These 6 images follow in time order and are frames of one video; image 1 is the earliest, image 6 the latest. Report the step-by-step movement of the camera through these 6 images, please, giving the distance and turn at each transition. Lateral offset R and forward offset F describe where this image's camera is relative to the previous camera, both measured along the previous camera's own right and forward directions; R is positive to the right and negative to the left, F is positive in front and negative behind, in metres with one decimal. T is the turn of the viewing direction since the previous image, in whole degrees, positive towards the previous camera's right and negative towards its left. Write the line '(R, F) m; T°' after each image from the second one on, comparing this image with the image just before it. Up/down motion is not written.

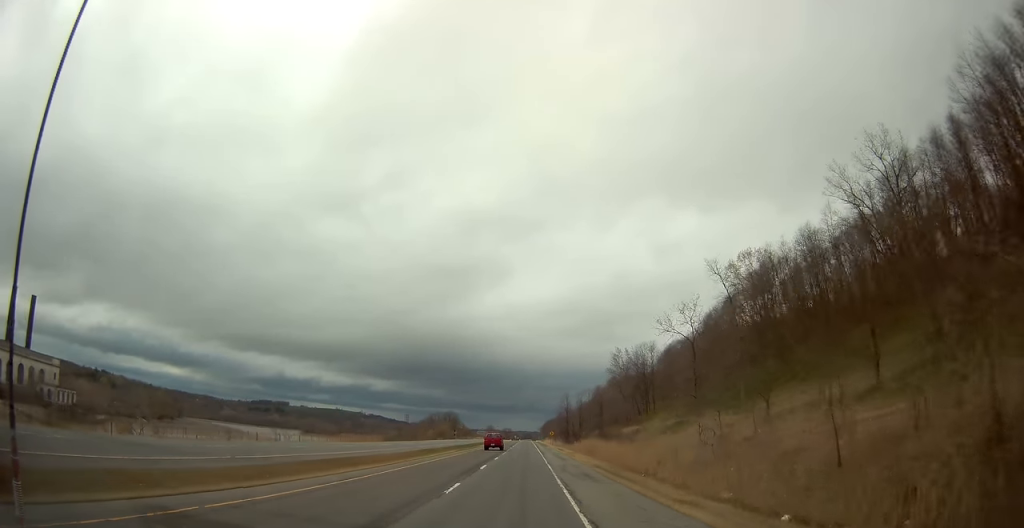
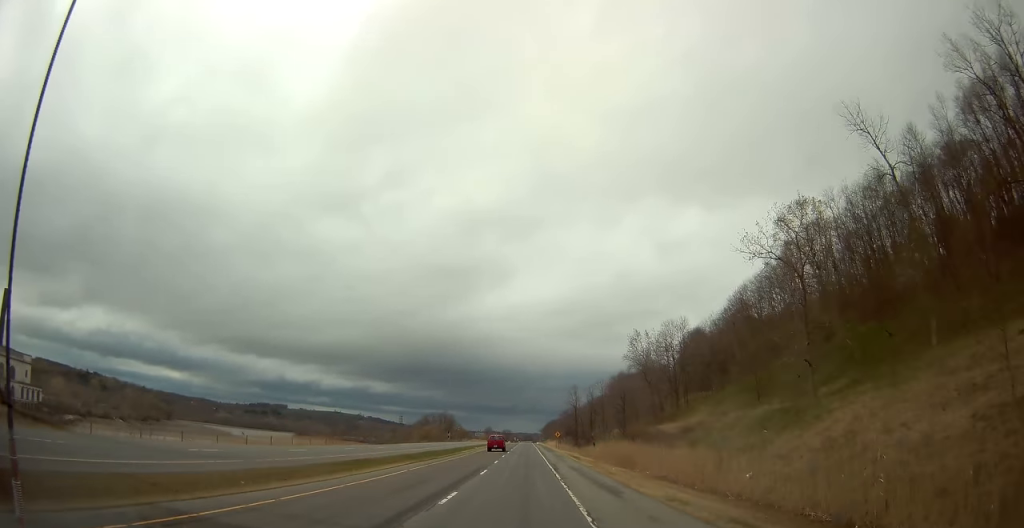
(0.0, +26.4) m; 0°
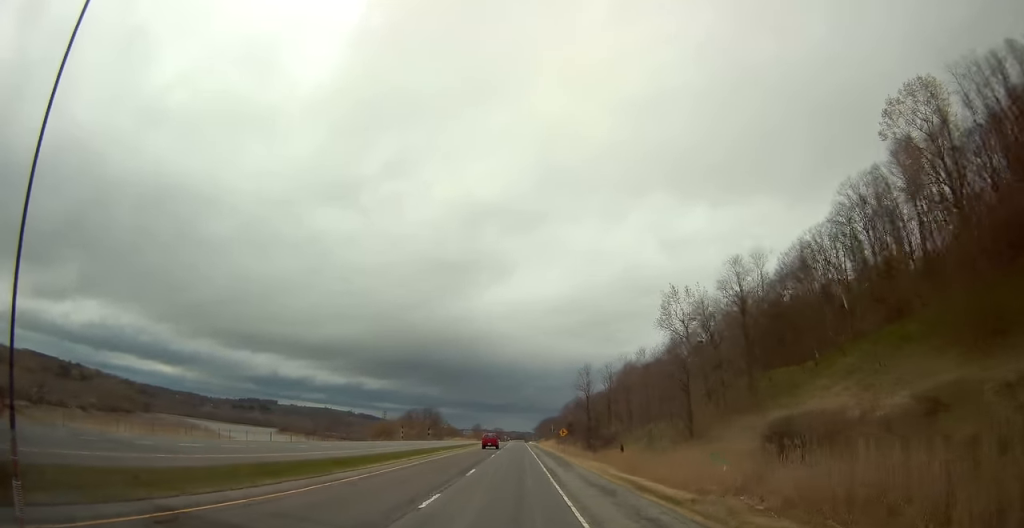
(+0.3, +37.4) m; +1°
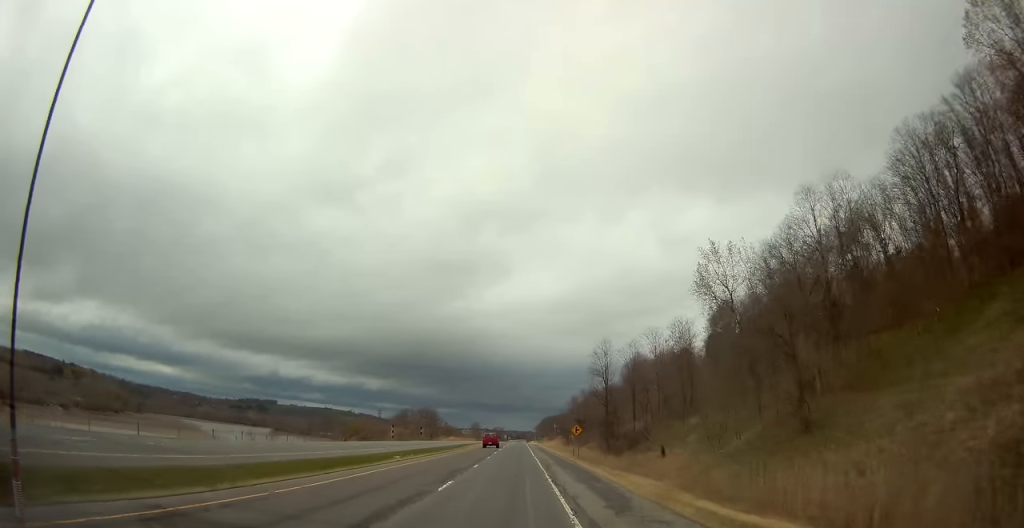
(+0.2, +20.4) m; 0°
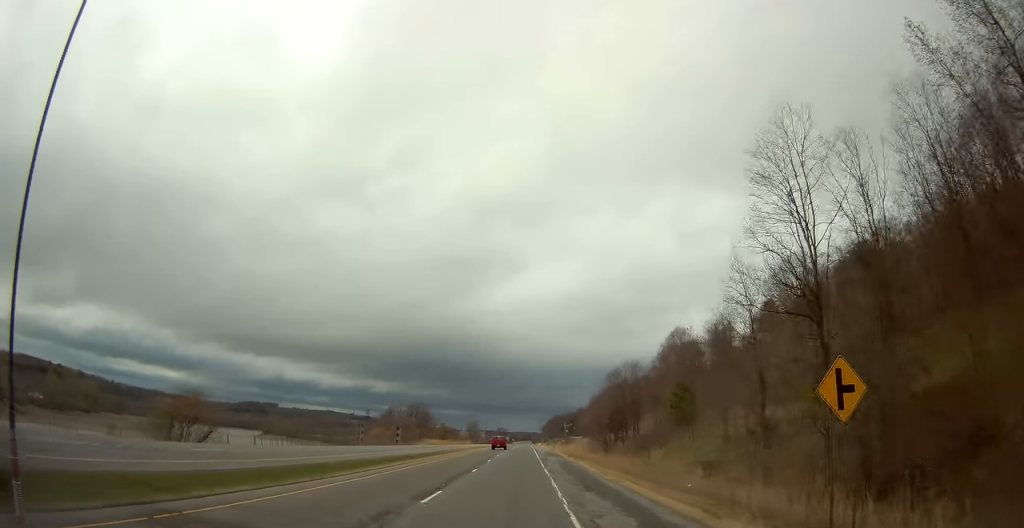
(-0.7, +51.9) m; -1°
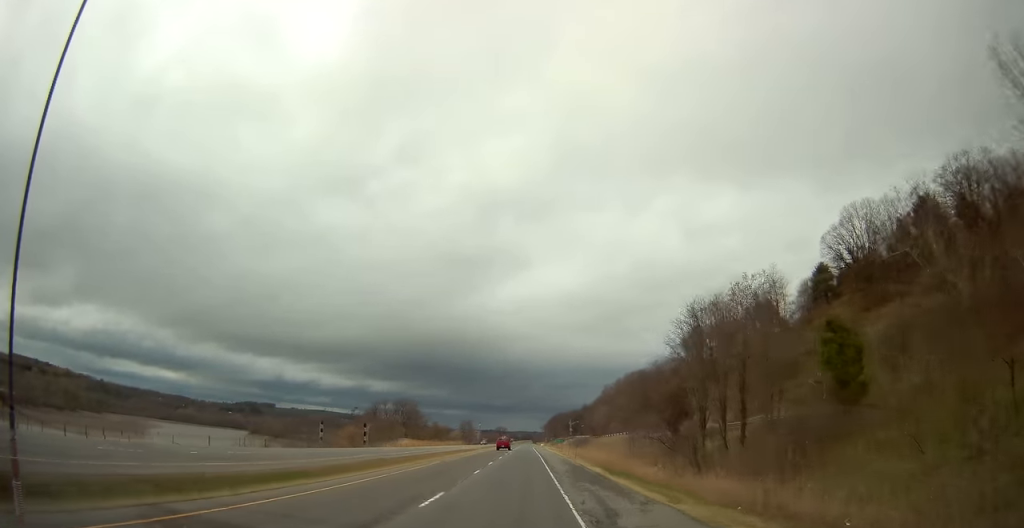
(0.0, +37.4) m; 0°
